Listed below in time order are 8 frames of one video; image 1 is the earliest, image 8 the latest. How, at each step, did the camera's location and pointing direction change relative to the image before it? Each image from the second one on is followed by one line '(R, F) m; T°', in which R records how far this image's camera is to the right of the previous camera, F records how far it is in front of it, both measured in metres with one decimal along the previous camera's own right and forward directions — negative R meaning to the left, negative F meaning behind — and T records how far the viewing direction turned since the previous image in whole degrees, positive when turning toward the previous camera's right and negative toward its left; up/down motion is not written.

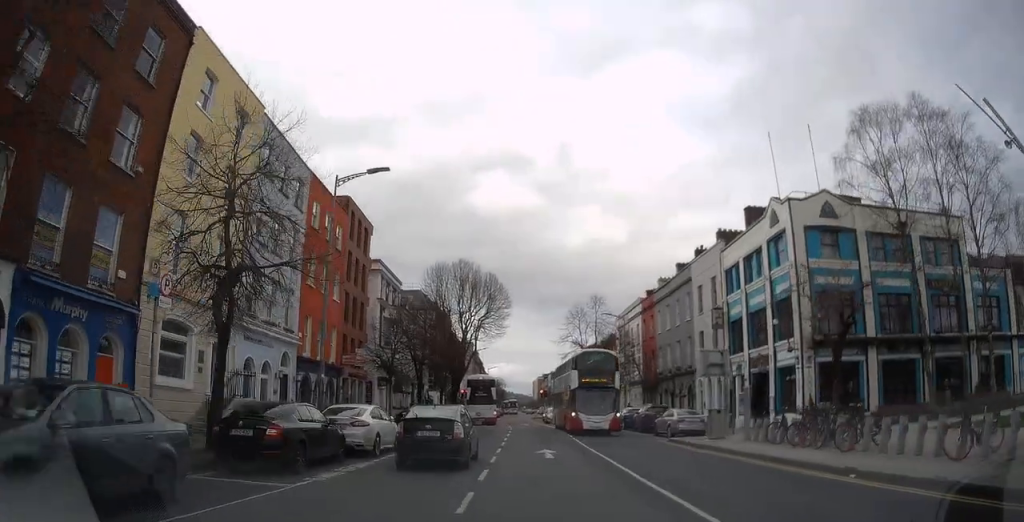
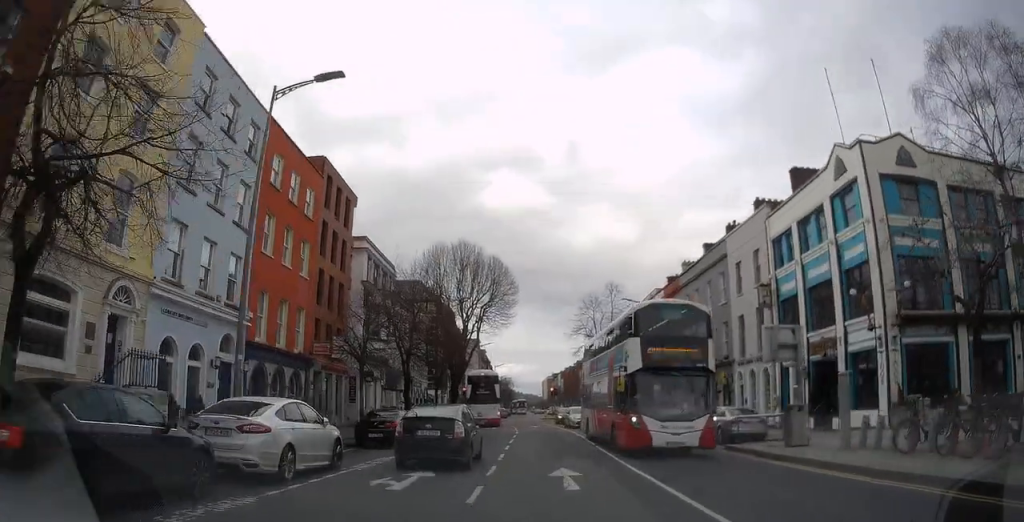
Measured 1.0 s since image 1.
(-0.1, +6.0) m; +1°
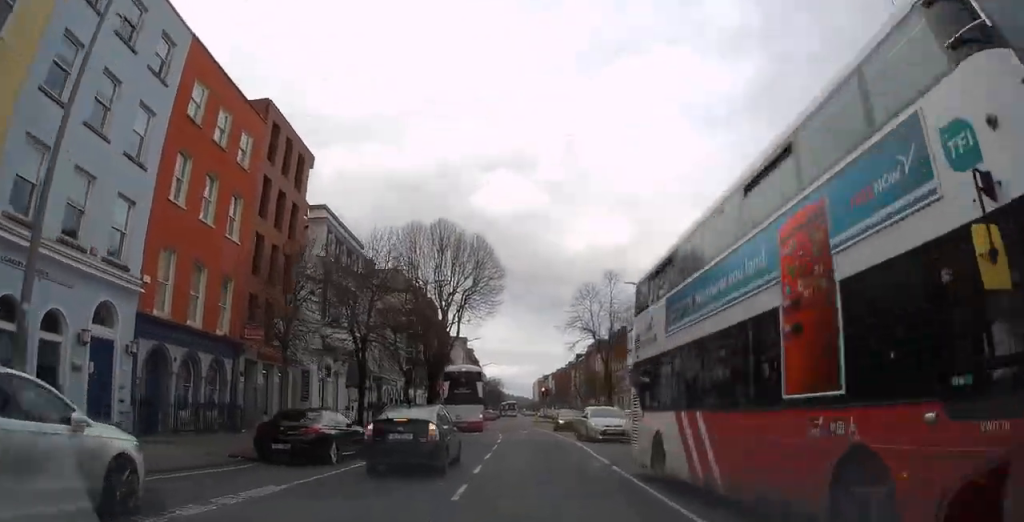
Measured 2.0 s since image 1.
(+0.2, +6.6) m; +2°
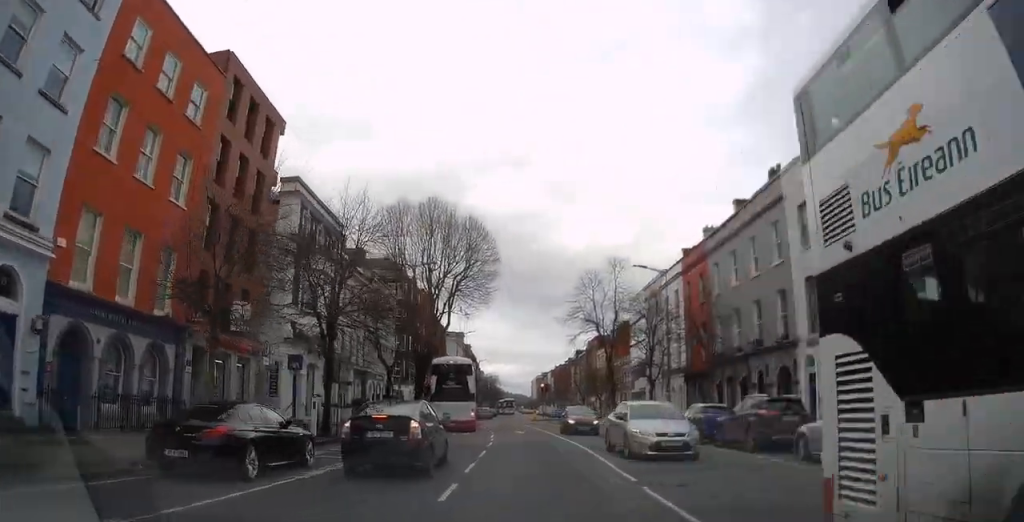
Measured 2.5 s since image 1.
(+0.1, +4.1) m; 0°
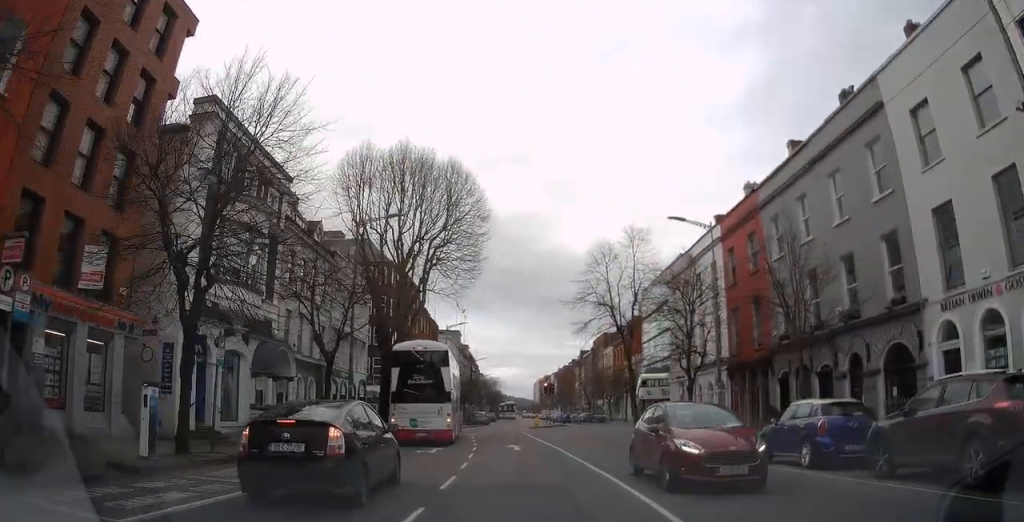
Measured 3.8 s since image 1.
(-0.4, +9.7) m; -2°
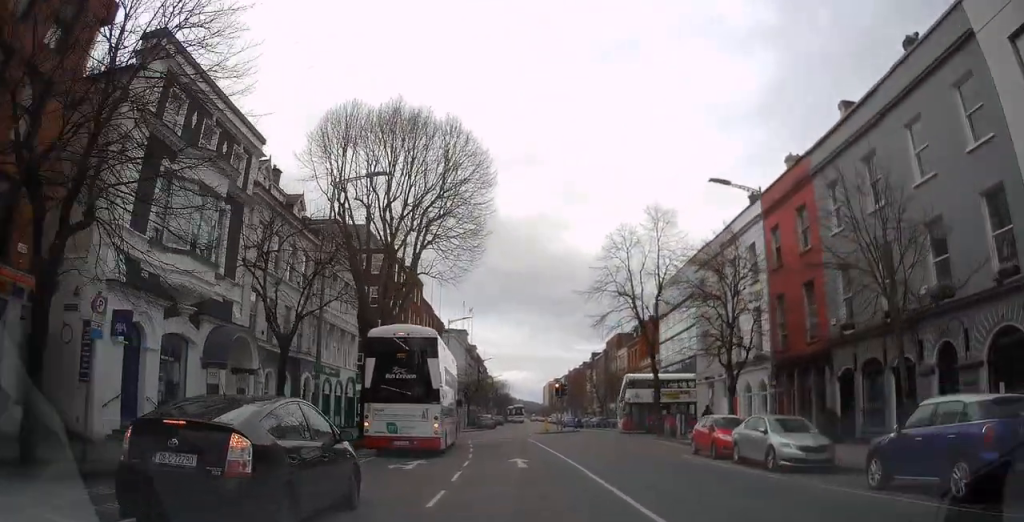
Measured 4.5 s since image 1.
(-0.1, +5.2) m; +1°
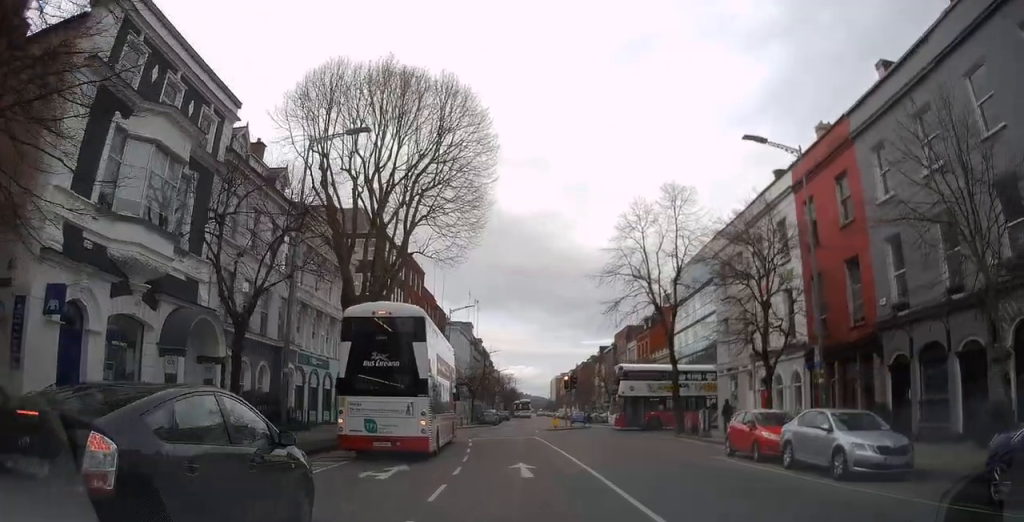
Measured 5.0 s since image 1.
(+0.2, +3.4) m; 0°
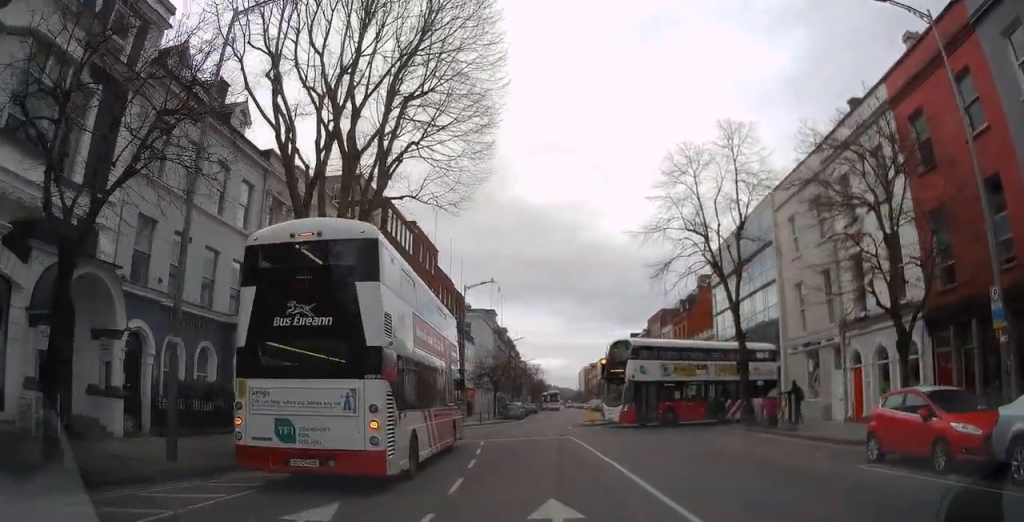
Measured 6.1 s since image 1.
(-0.1, +7.7) m; -1°
